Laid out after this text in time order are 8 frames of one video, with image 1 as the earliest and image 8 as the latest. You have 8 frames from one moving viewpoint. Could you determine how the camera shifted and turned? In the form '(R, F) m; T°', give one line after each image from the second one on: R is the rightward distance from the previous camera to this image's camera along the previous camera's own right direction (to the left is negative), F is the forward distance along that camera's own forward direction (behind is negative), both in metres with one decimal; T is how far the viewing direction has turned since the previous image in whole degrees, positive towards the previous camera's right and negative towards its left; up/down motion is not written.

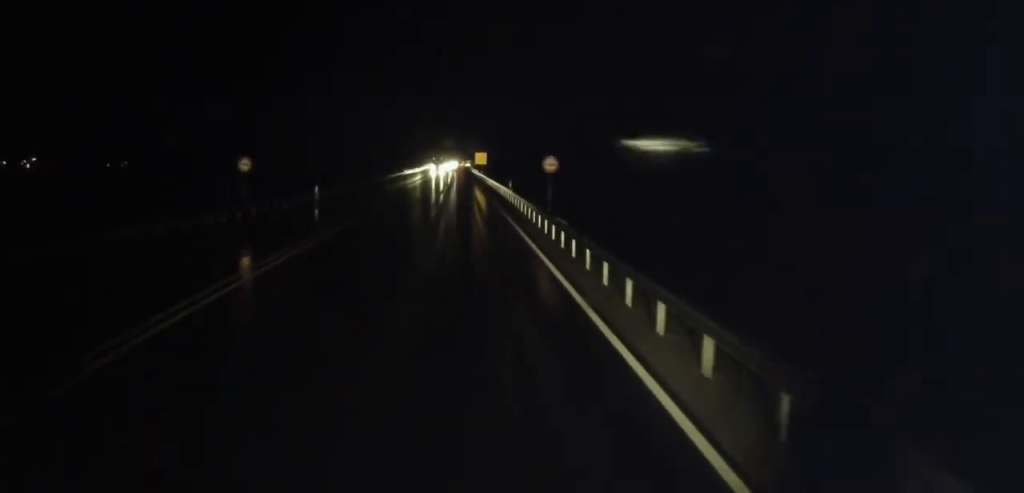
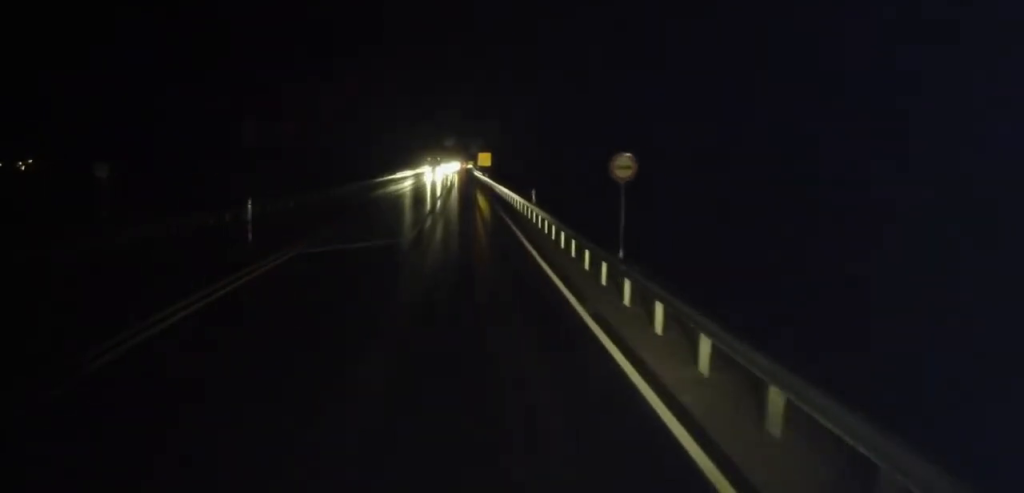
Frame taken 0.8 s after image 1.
(-0.1, +14.2) m; +1°
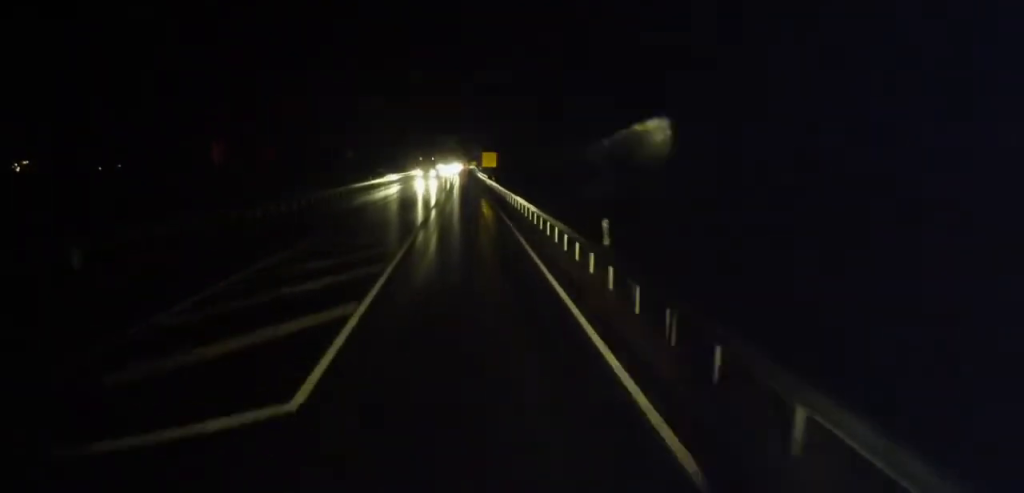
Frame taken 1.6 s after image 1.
(+0.4, +14.6) m; 0°
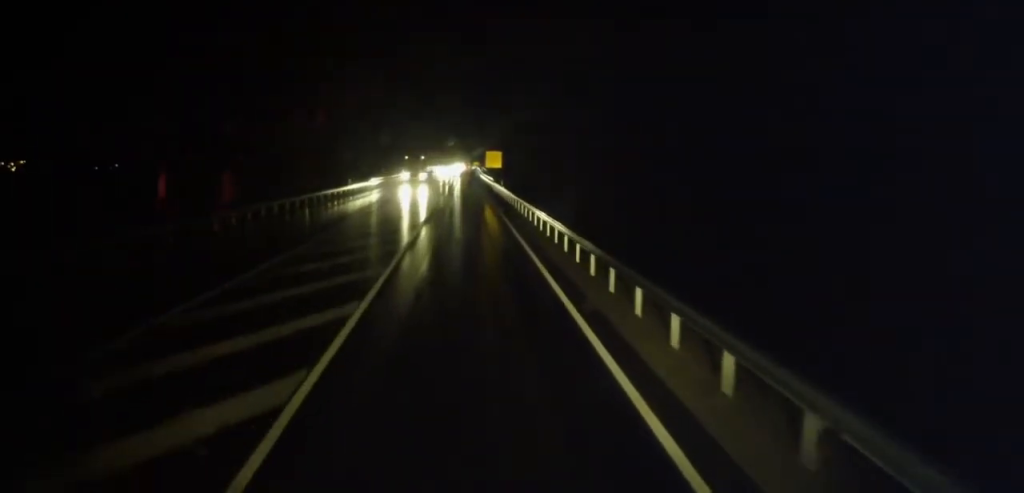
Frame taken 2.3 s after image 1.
(-0.4, +12.2) m; -1°
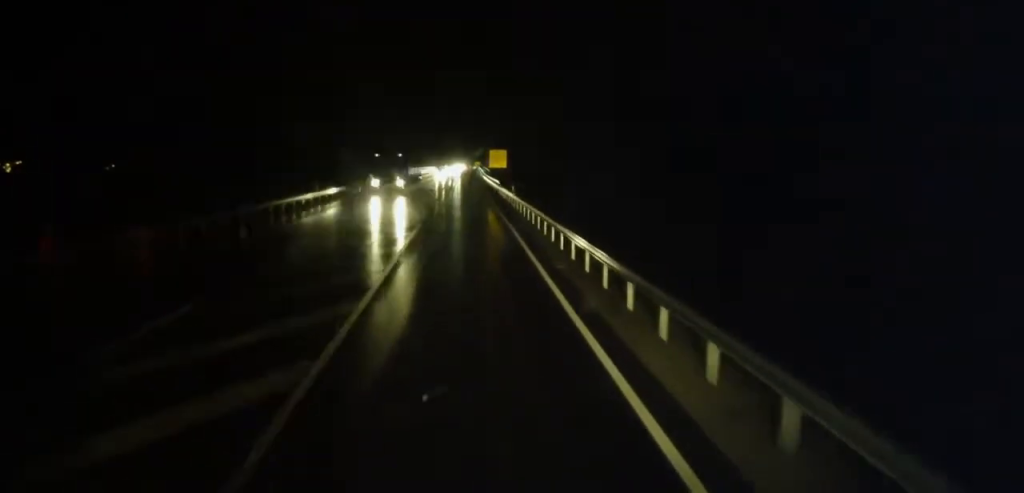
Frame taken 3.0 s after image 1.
(0.0, +11.6) m; 0°
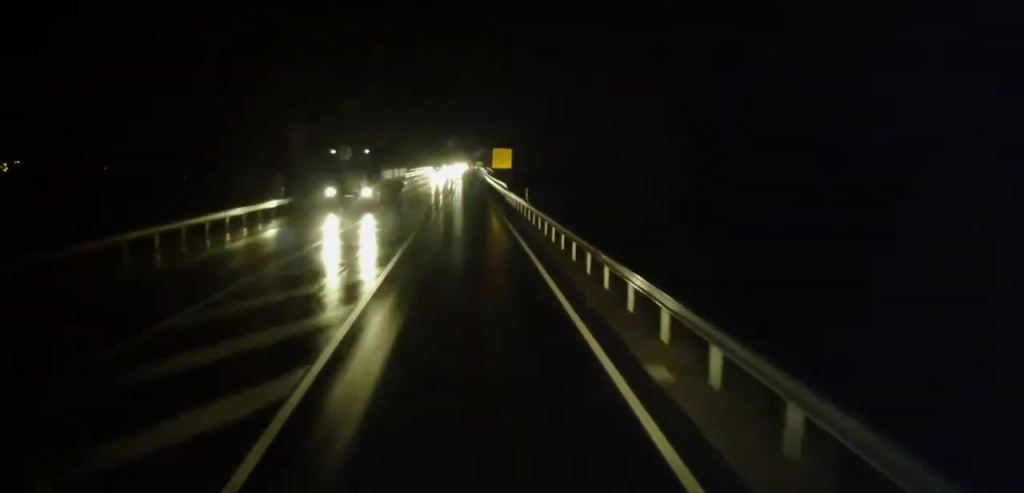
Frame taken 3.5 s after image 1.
(+0.1, +8.1) m; 0°
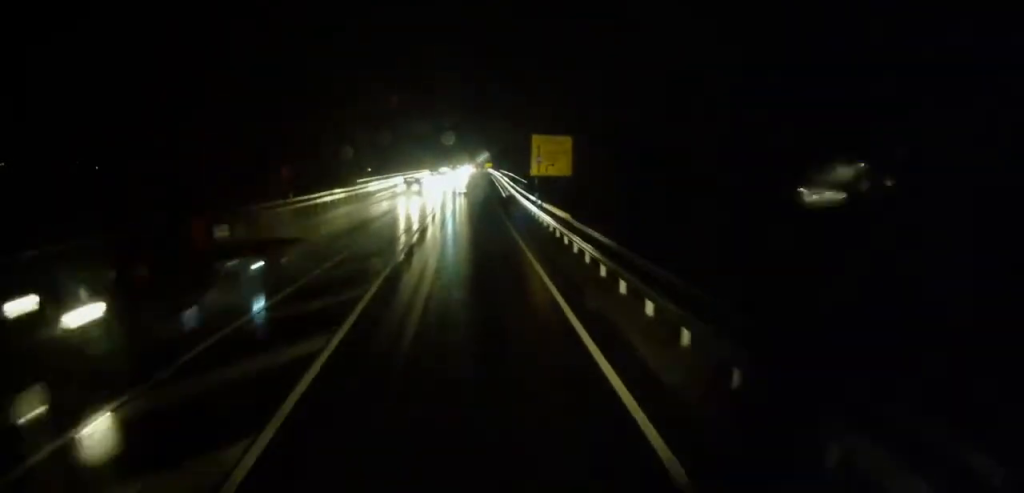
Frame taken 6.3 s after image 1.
(0.0, +48.7) m; -1°
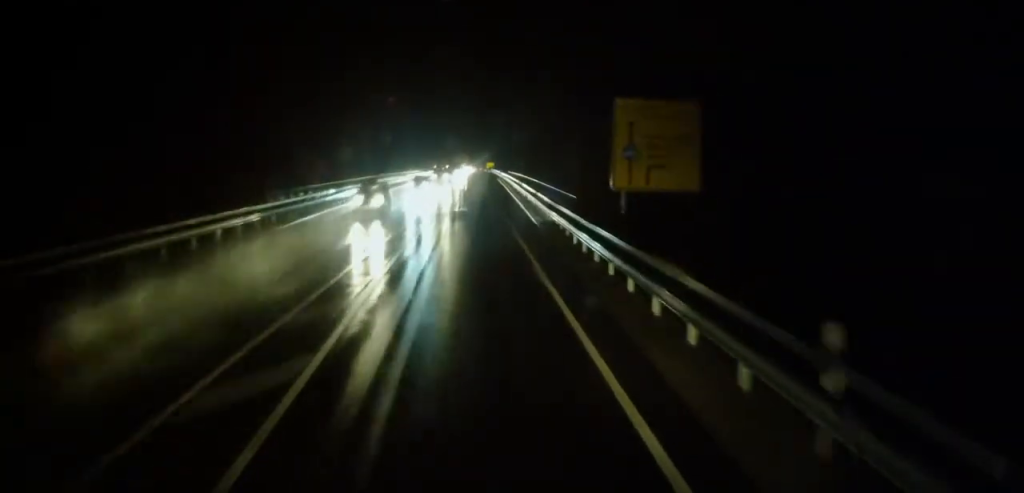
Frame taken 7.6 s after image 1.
(+0.3, +23.7) m; +1°
